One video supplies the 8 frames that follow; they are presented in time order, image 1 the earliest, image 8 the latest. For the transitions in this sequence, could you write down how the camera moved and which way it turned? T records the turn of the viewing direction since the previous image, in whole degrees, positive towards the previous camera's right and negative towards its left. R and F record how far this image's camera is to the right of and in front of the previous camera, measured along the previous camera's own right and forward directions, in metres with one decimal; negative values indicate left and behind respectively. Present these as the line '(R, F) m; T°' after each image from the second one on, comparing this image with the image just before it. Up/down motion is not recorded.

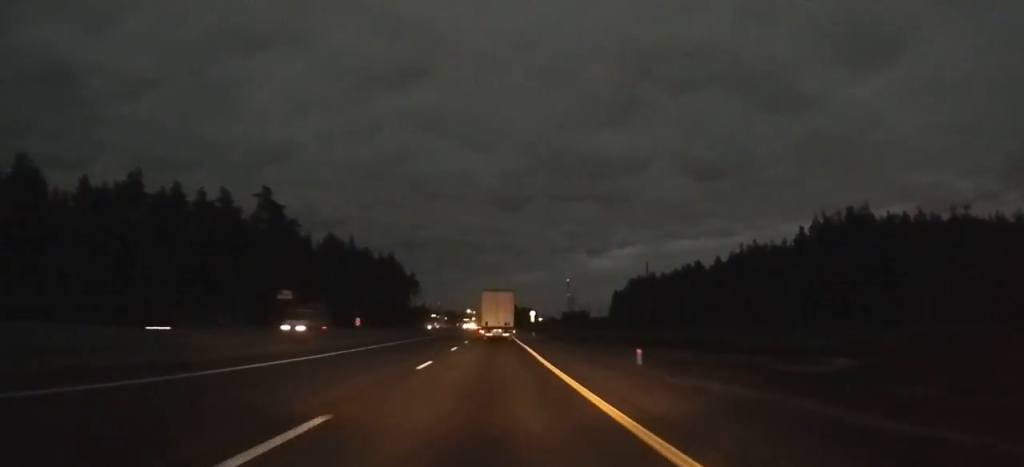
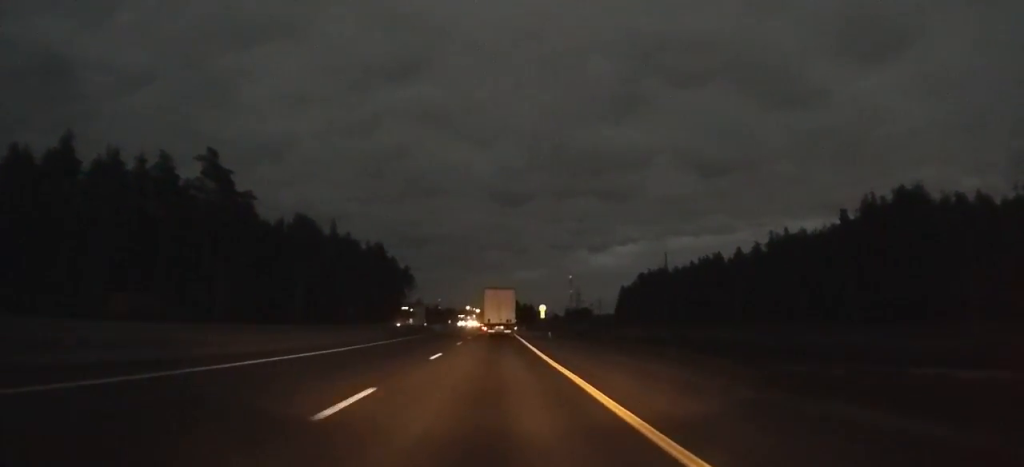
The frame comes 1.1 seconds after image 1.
(-0.1, +21.1) m; 0°
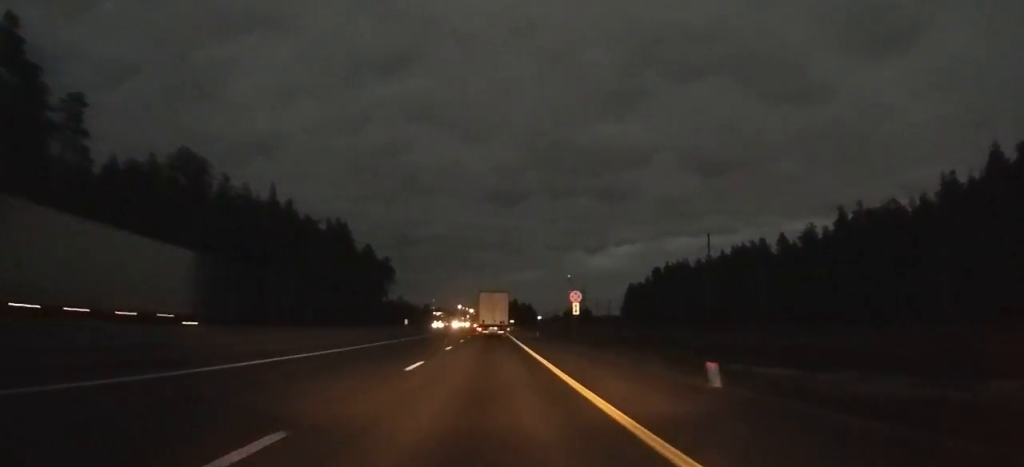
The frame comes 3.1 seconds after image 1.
(-0.1, +39.7) m; 0°
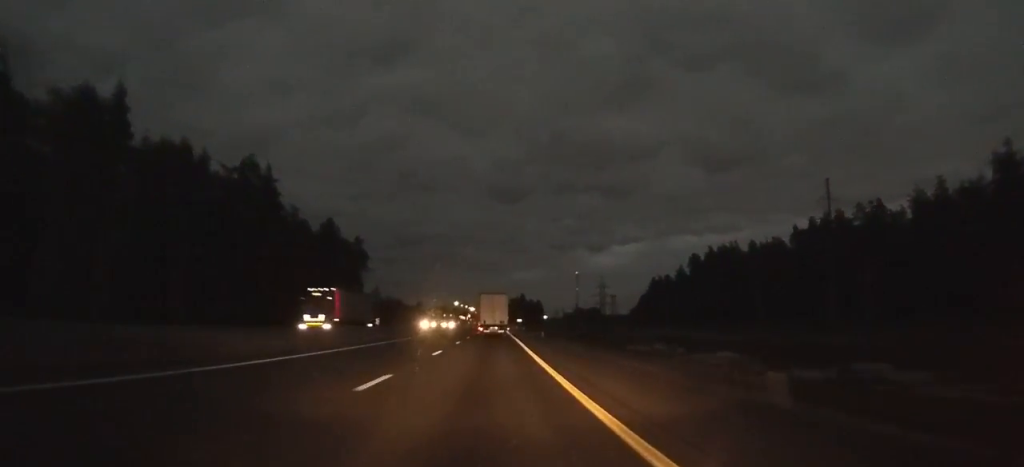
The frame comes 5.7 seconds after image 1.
(0.0, +52.3) m; 0°
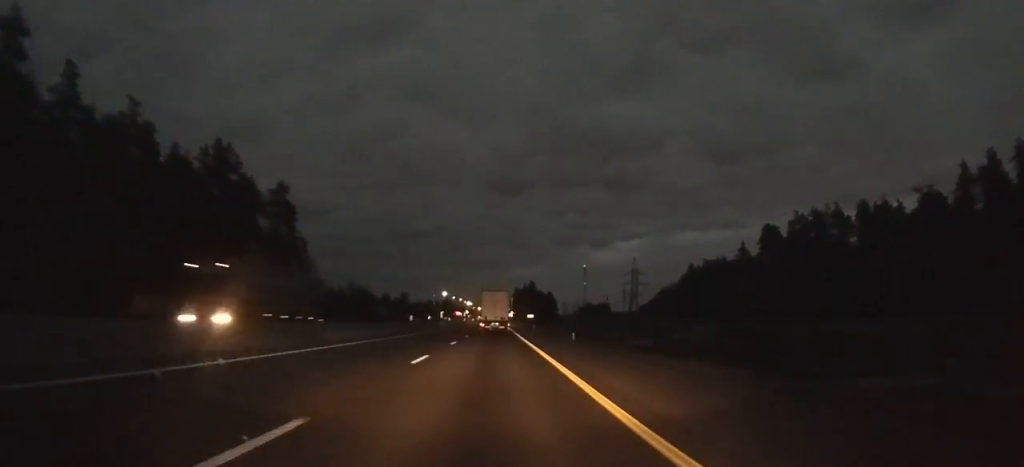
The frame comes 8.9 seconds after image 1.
(+0.2, +66.5) m; 0°
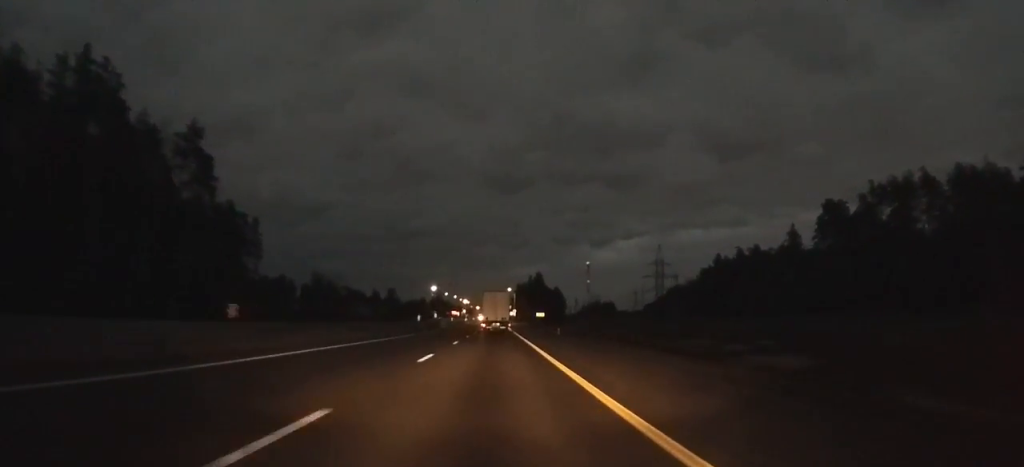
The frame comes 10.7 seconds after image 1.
(-0.2, +35.5) m; 0°
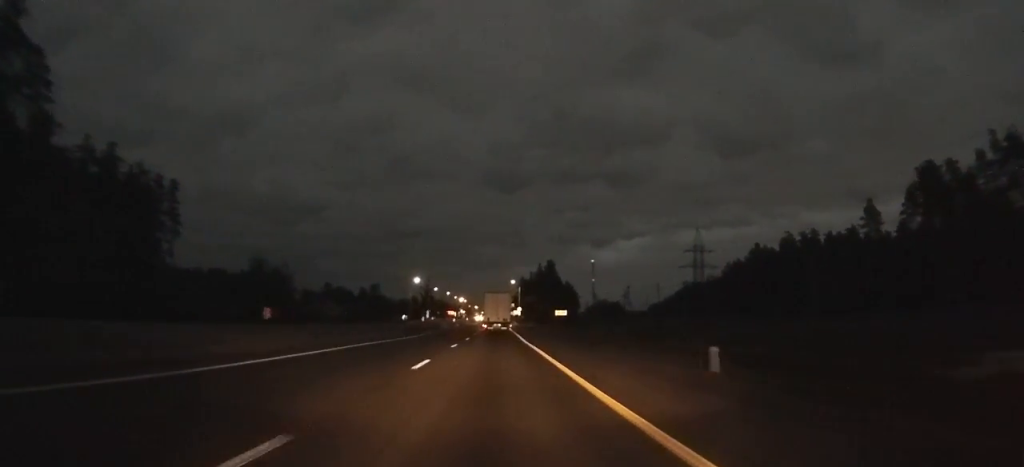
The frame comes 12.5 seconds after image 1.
(+0.1, +38.0) m; 0°
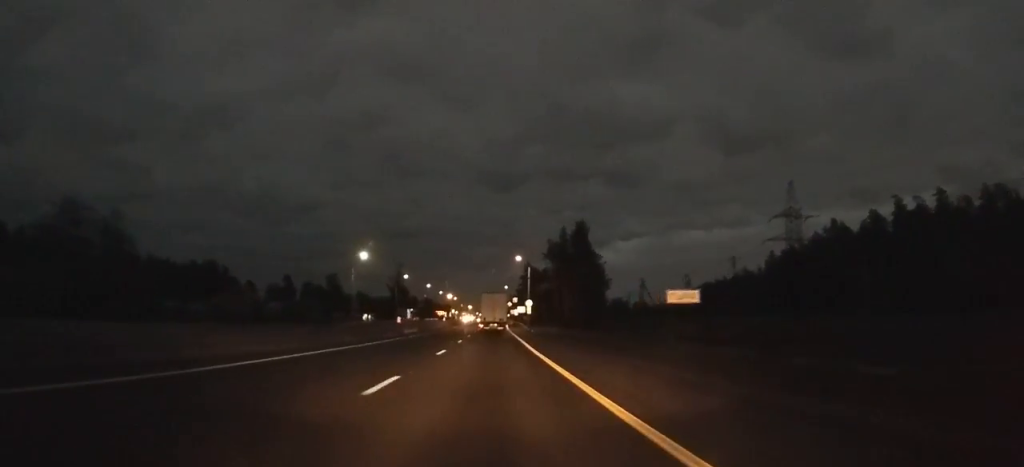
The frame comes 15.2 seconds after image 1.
(-0.3, +53.3) m; 0°
